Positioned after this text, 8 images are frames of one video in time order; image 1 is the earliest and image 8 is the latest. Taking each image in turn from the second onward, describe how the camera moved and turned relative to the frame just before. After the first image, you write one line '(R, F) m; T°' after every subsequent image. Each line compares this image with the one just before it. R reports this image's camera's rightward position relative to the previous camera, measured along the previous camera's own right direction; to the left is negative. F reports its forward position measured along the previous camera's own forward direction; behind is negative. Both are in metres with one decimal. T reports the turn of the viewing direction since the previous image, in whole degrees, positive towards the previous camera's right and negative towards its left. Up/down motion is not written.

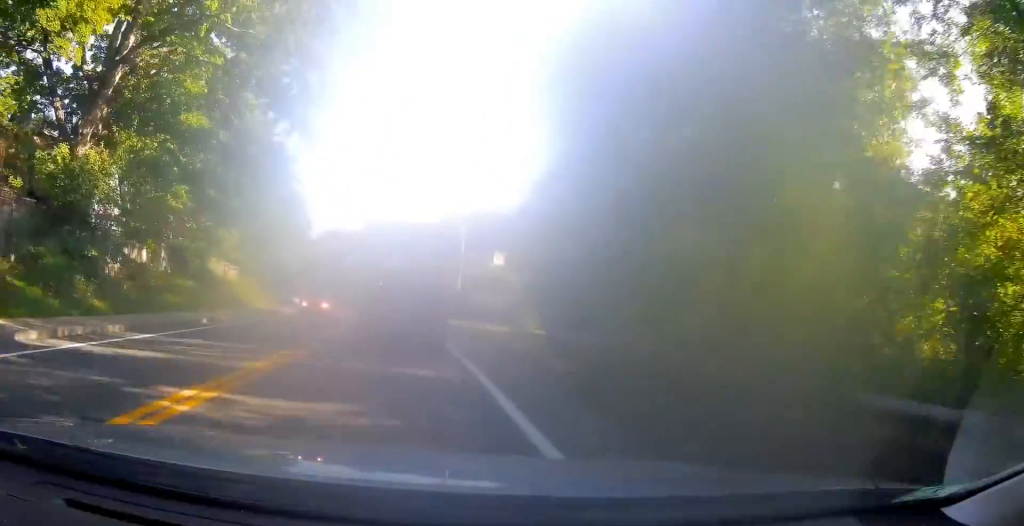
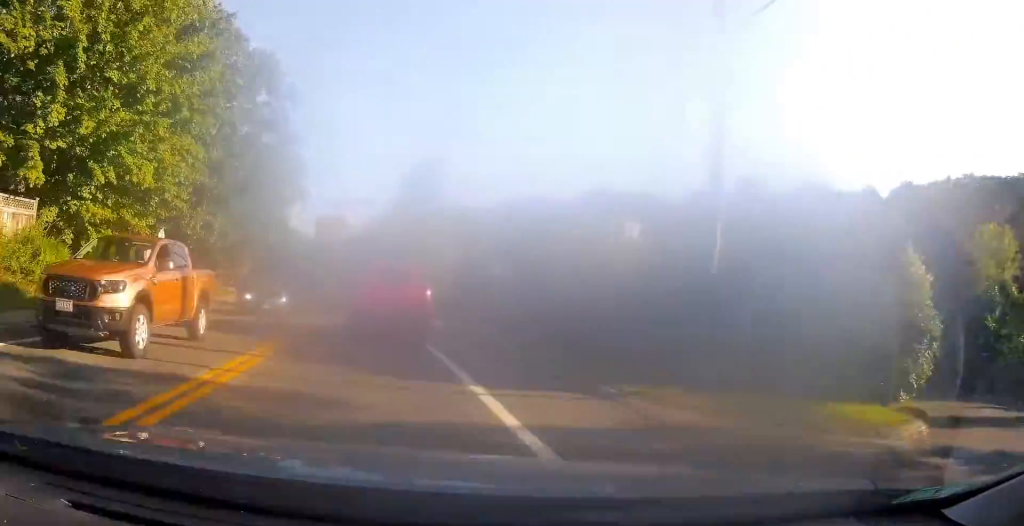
(-0.8, +30.4) m; -5°
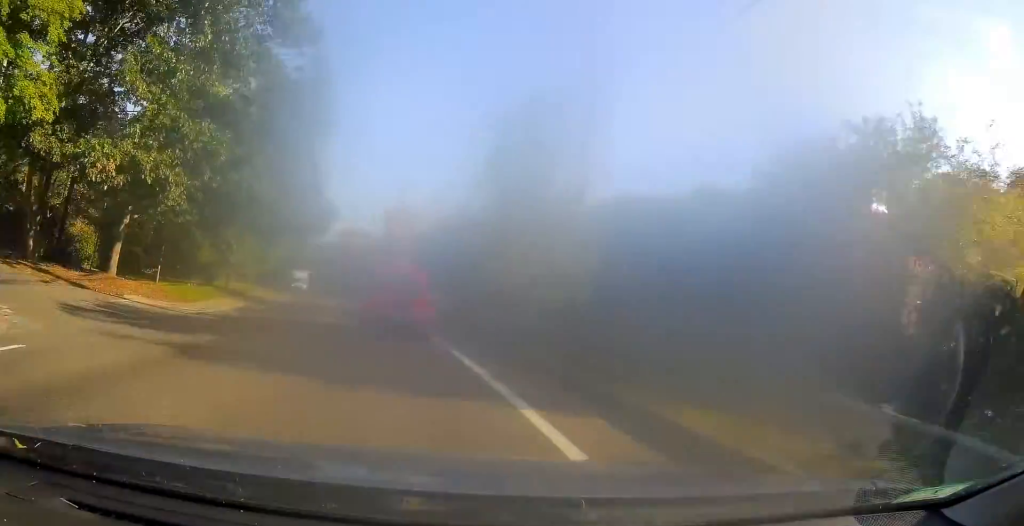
(-1.2, +19.6) m; -5°
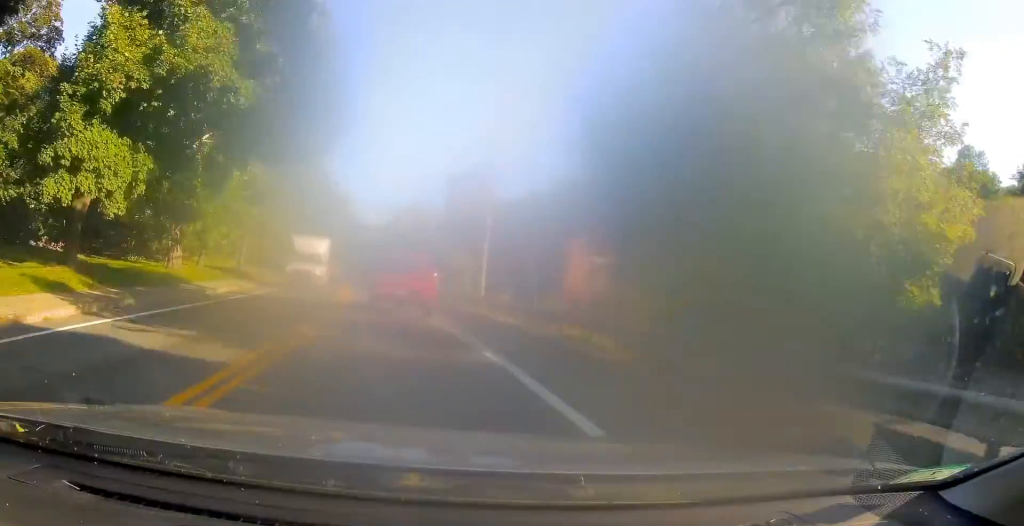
(-0.9, +19.8) m; -9°
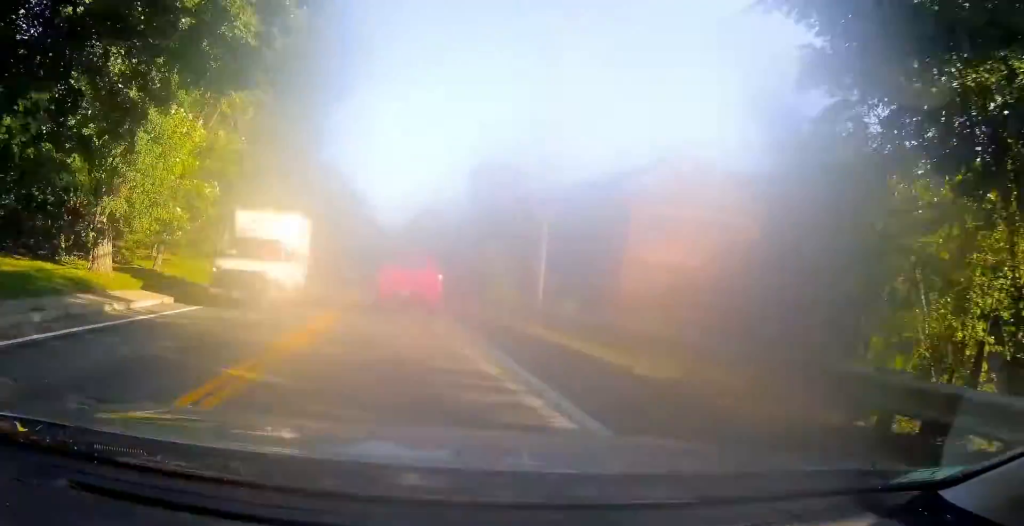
(-0.2, +7.8) m; -4°
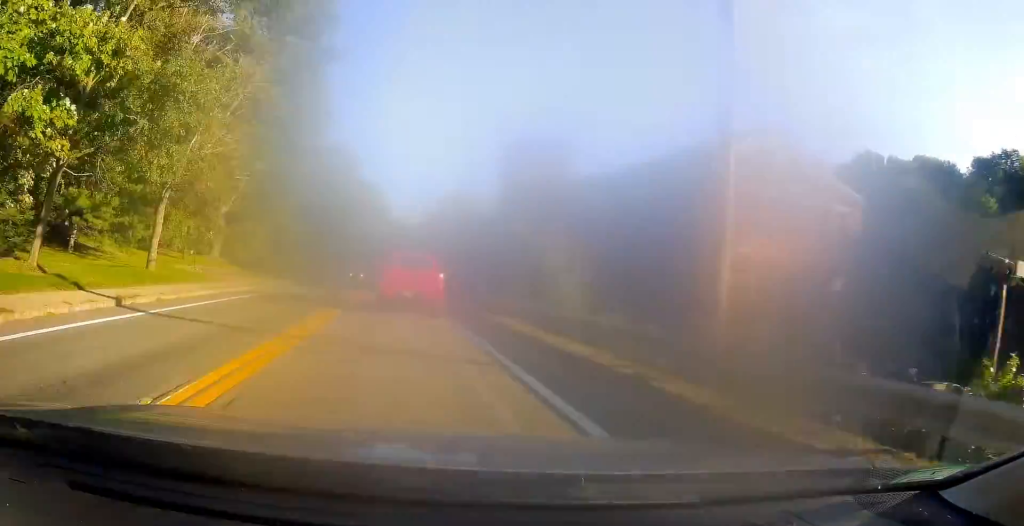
(-0.7, +9.7) m; -2°
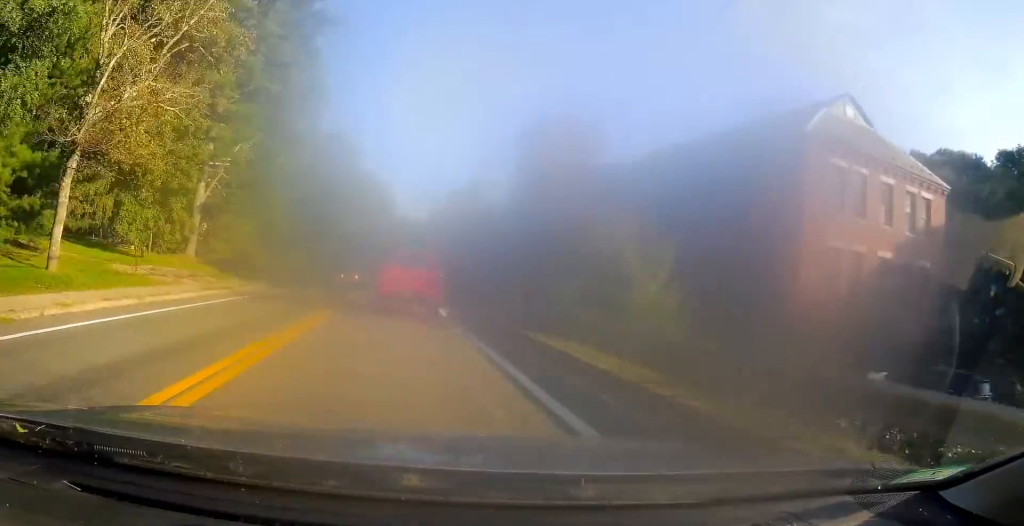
(-0.1, +7.2) m; -1°
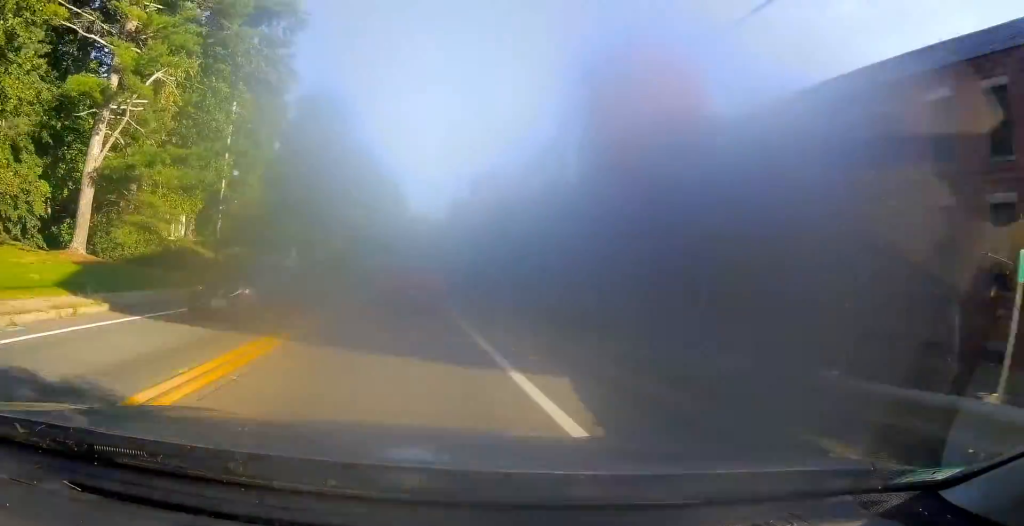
(+0.2, +15.6) m; 0°
